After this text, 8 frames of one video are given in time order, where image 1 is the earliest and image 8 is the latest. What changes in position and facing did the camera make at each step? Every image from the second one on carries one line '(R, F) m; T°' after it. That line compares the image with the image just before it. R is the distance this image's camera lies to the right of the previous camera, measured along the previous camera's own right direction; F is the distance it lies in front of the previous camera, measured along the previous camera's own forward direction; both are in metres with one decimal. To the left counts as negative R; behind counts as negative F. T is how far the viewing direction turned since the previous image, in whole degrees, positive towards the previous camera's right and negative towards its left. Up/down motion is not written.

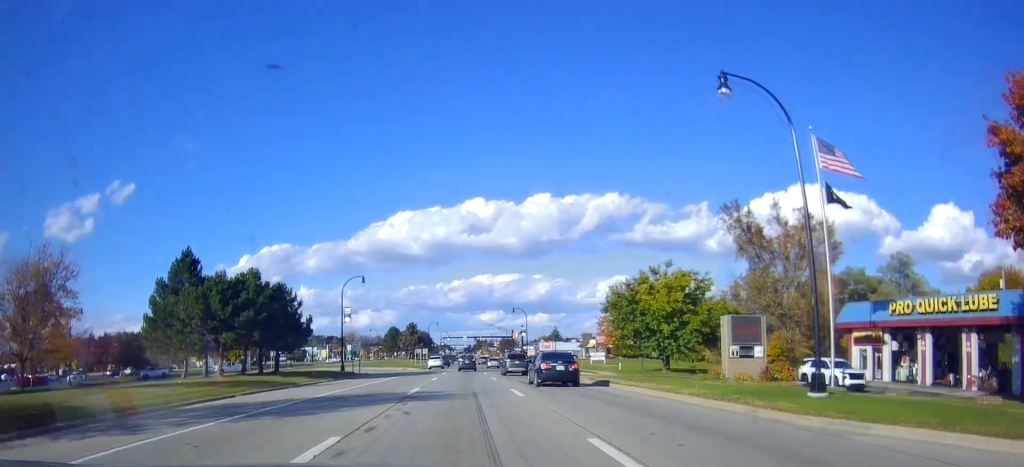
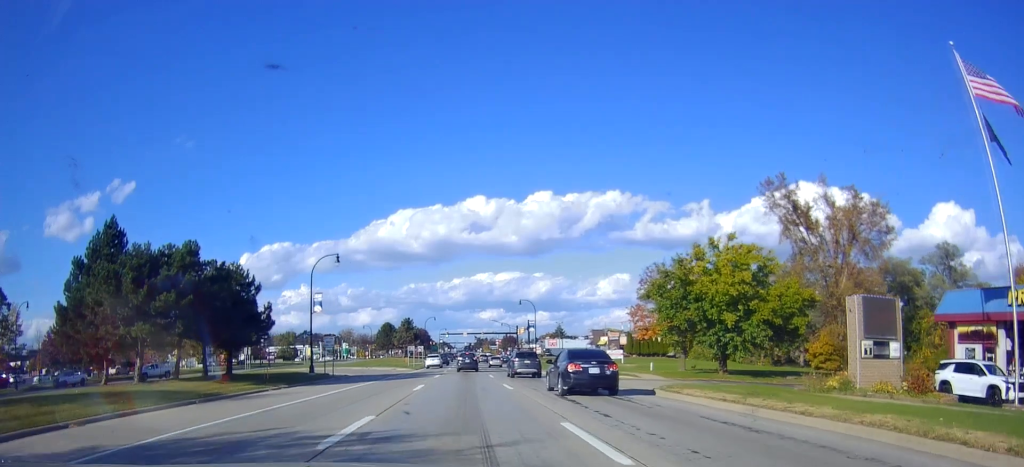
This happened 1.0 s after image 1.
(0.0, +12.7) m; -2°
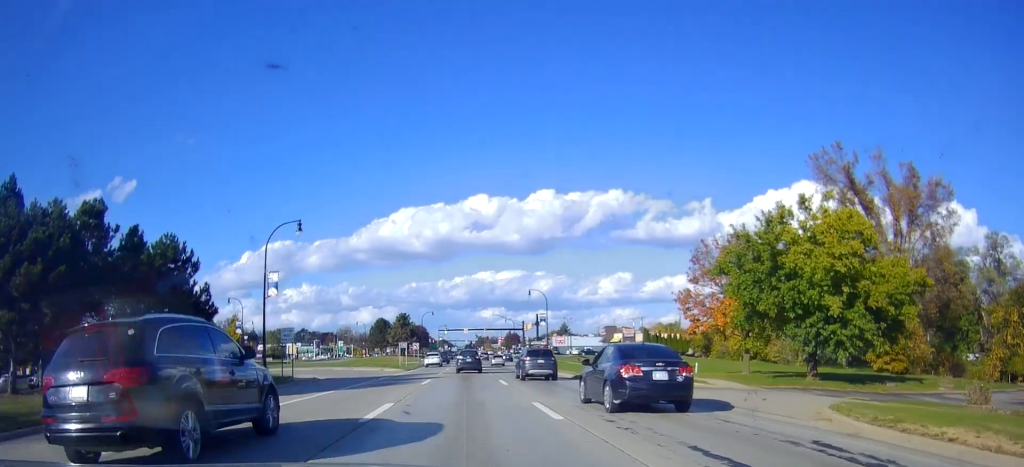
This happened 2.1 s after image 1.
(-0.5, +11.9) m; -2°
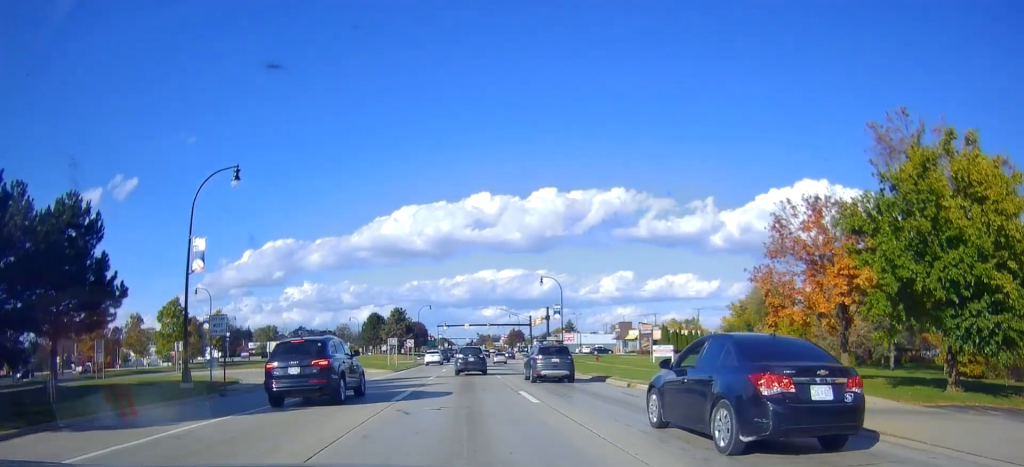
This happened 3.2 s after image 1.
(+0.2, +11.2) m; +3°
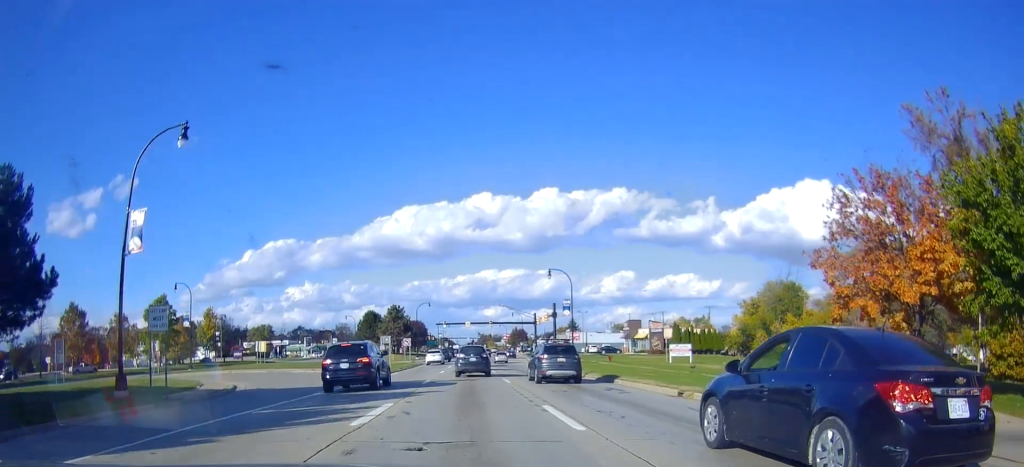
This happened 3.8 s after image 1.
(+0.2, +6.2) m; +2°
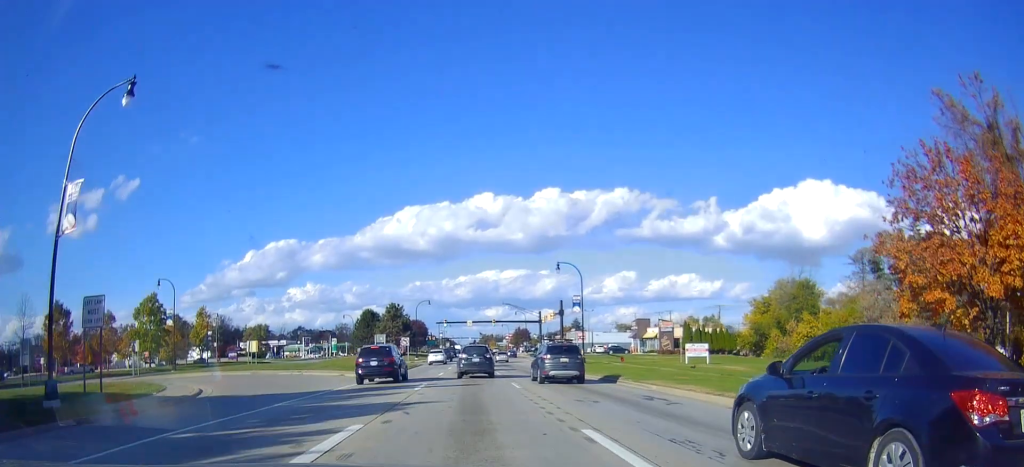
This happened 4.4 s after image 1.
(0.0, +5.2) m; 0°
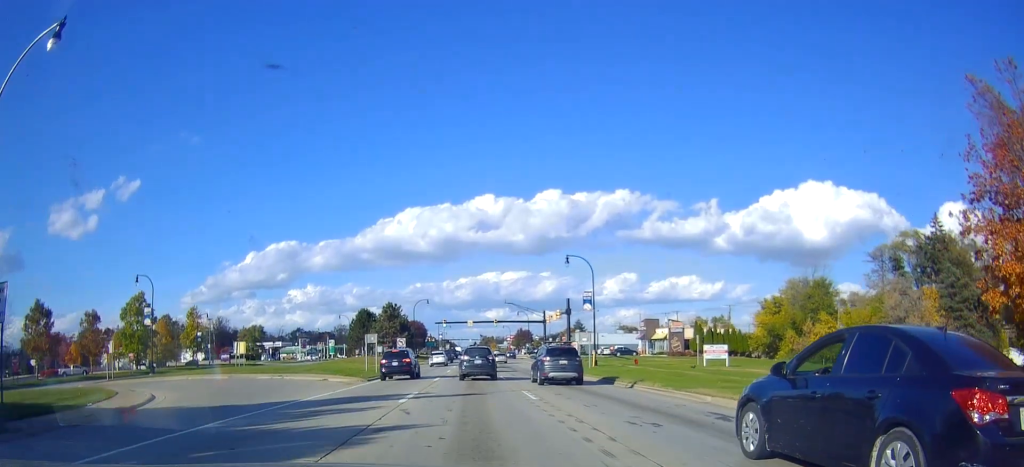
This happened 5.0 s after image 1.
(0.0, +5.2) m; 0°
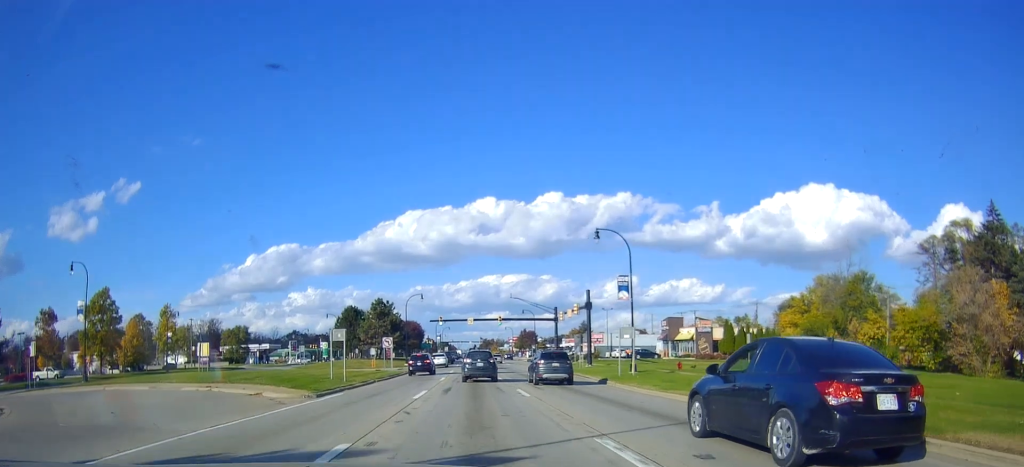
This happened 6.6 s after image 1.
(0.0, +11.3) m; 0°
